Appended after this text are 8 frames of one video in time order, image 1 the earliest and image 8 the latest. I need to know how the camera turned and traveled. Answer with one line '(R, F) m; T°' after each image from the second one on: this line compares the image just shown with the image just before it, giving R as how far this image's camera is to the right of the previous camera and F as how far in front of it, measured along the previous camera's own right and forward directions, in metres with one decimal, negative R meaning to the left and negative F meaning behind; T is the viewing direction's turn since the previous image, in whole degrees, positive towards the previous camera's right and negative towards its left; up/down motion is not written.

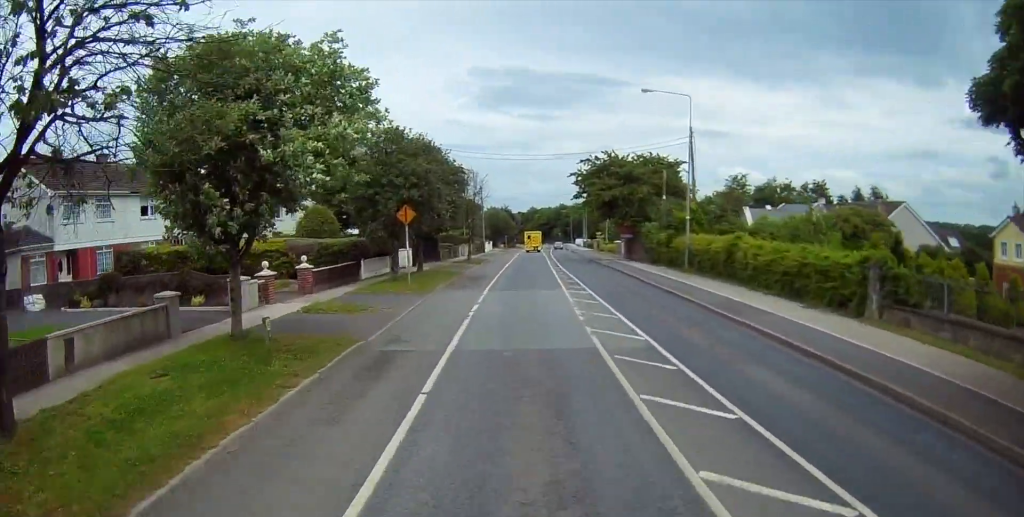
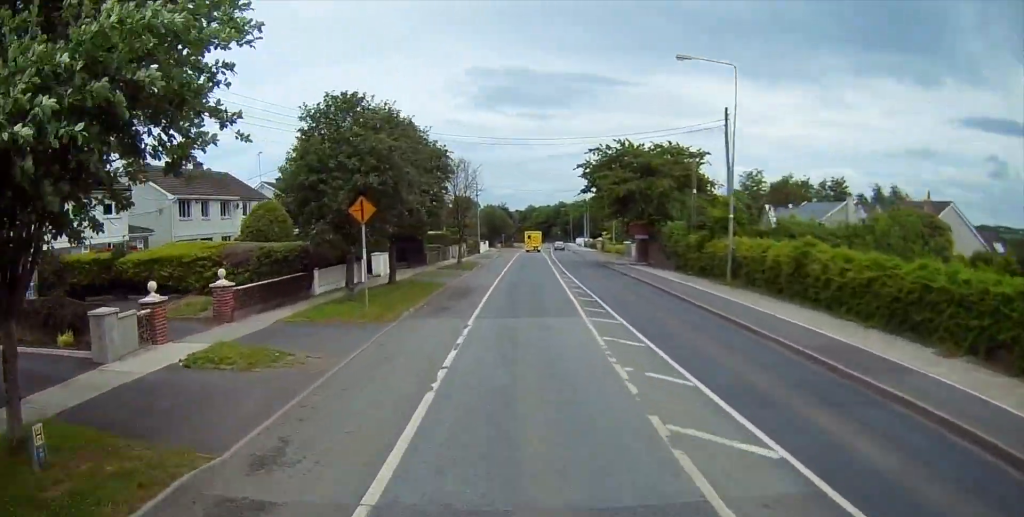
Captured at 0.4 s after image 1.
(0.0, +7.5) m; 0°
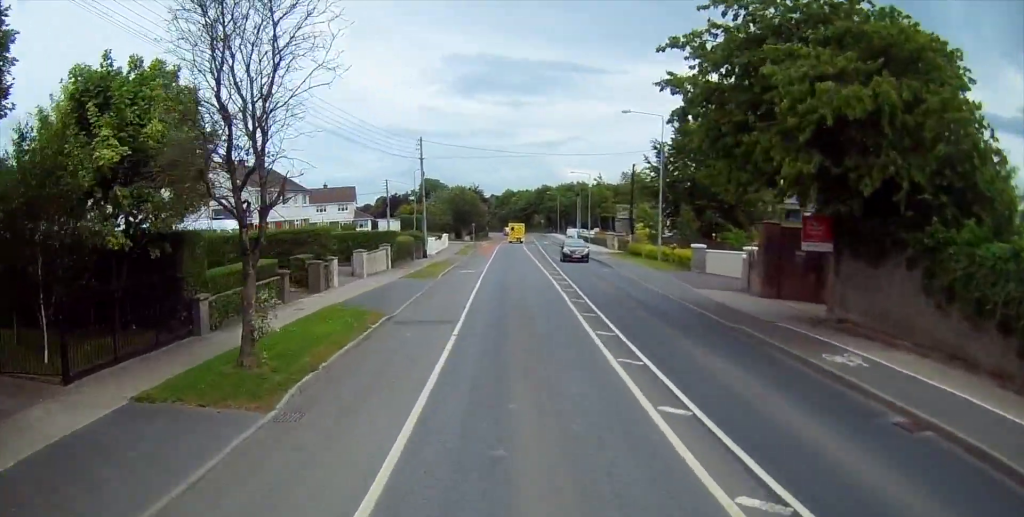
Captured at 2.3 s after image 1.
(+0.2, +32.4) m; +1°
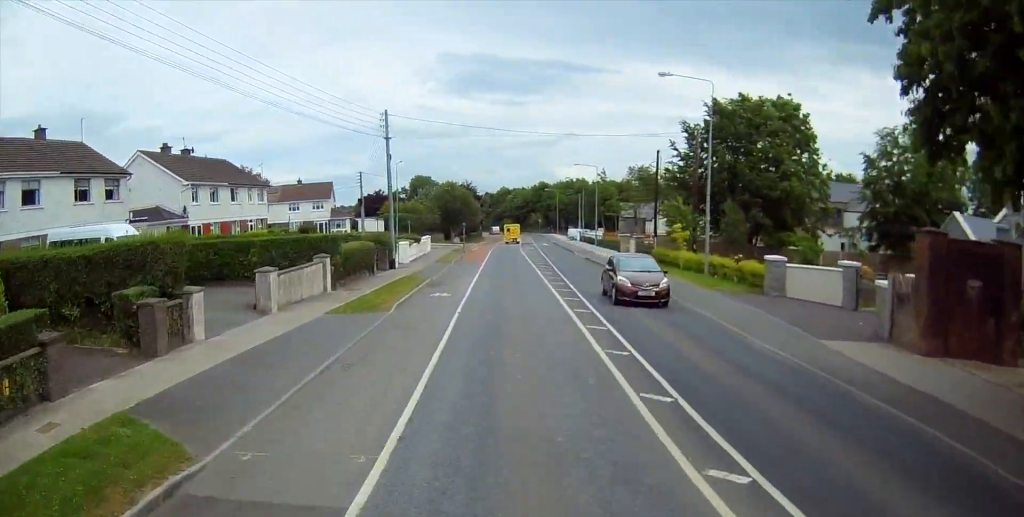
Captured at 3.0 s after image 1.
(+0.1, +11.2) m; +1°
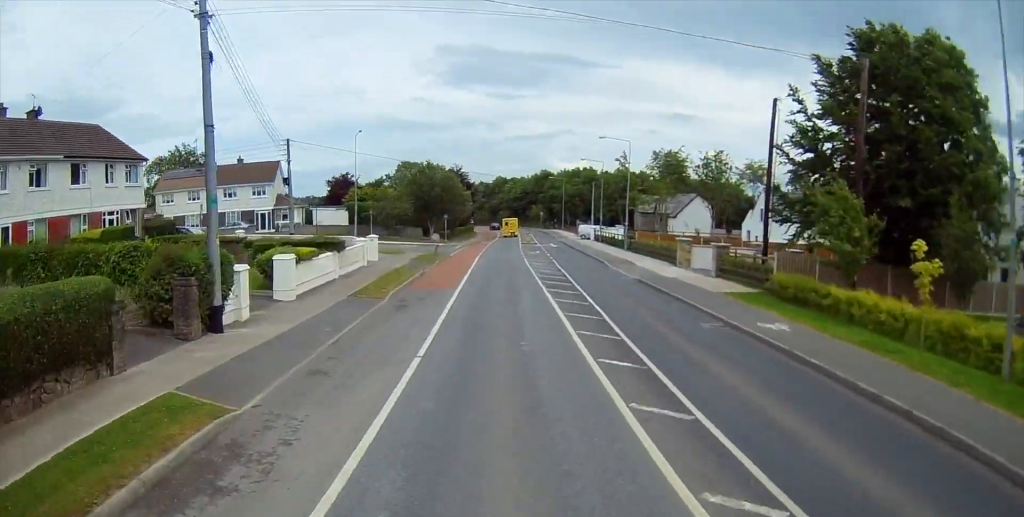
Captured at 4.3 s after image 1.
(+0.2, +21.2) m; +1°
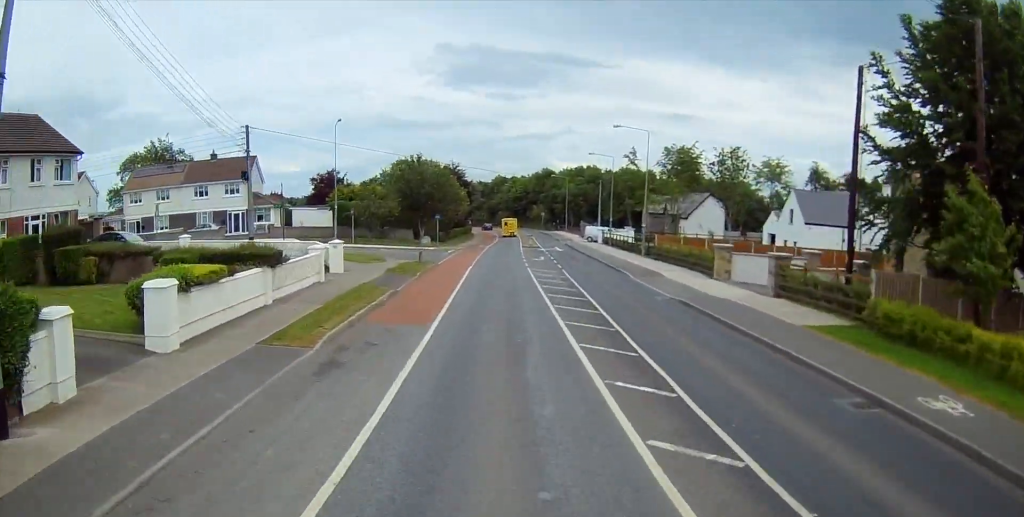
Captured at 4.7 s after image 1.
(0.0, +7.3) m; 0°
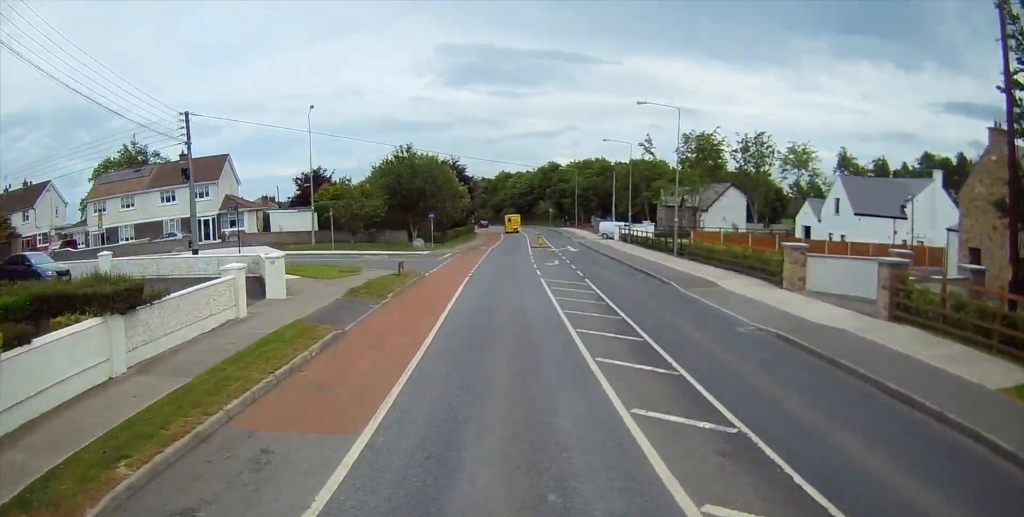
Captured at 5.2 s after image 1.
(0.0, +7.9) m; 0°
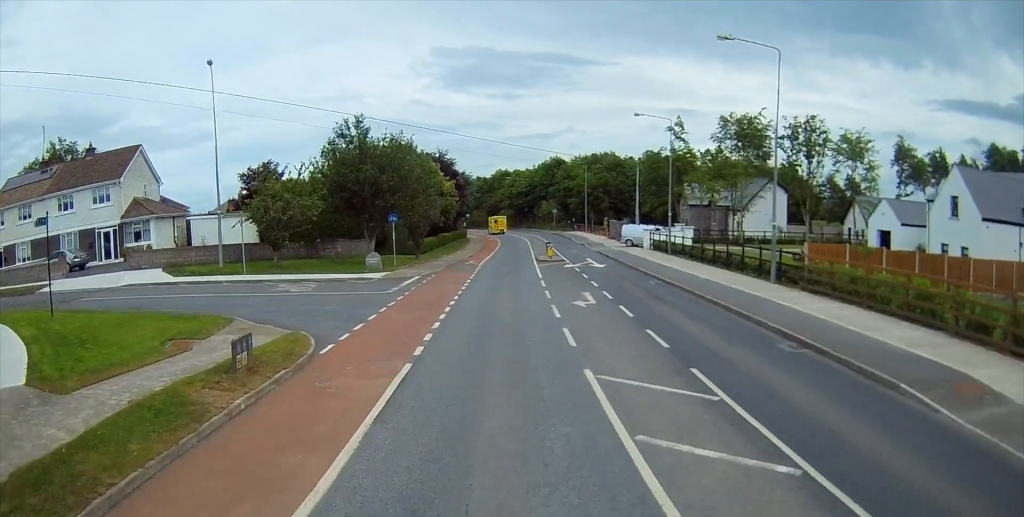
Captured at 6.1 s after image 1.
(0.0, +15.9) m; 0°
